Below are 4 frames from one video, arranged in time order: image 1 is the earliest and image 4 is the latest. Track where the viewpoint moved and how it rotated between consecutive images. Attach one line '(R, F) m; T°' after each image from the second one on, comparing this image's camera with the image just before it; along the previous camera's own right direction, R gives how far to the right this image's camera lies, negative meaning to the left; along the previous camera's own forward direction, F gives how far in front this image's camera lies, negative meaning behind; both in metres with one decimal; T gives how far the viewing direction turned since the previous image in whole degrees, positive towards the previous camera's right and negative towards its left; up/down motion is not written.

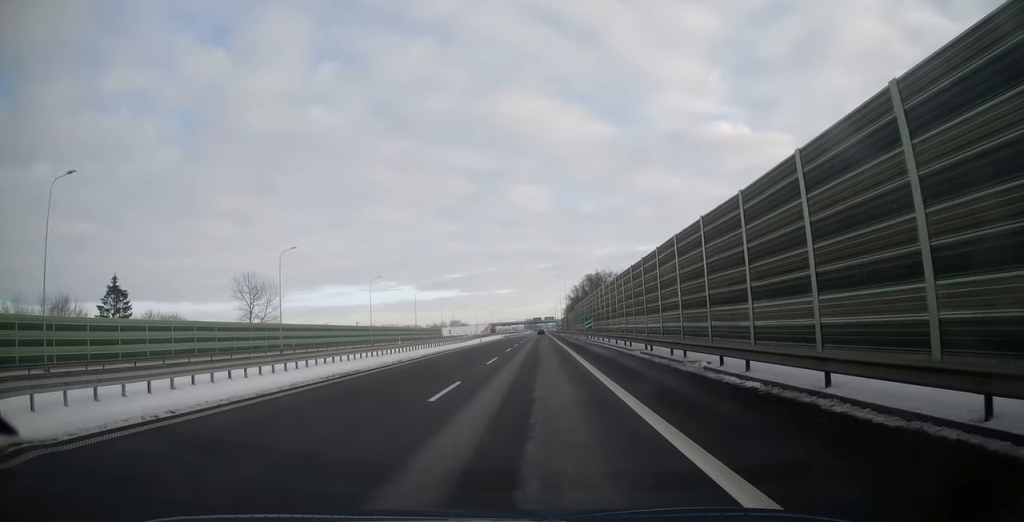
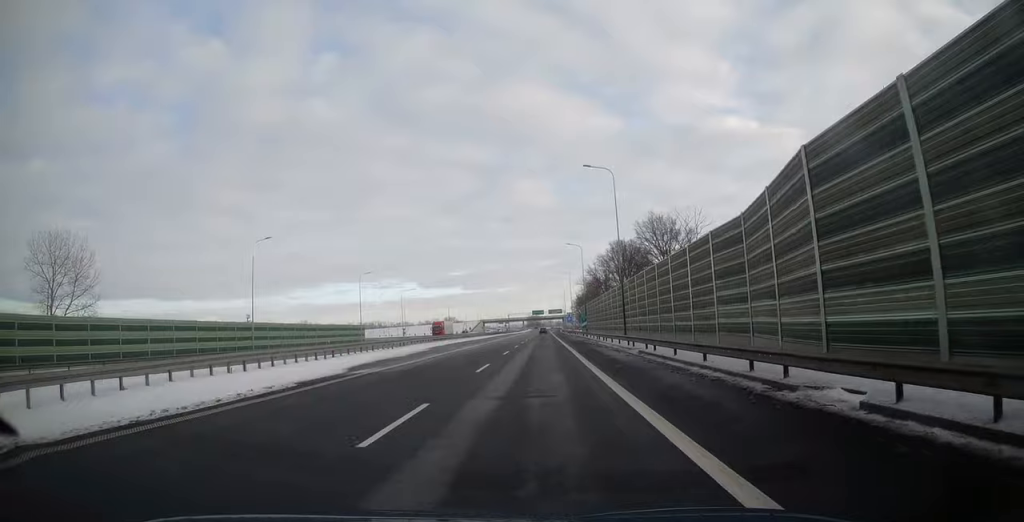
(-0.5, +87.6) m; -1°
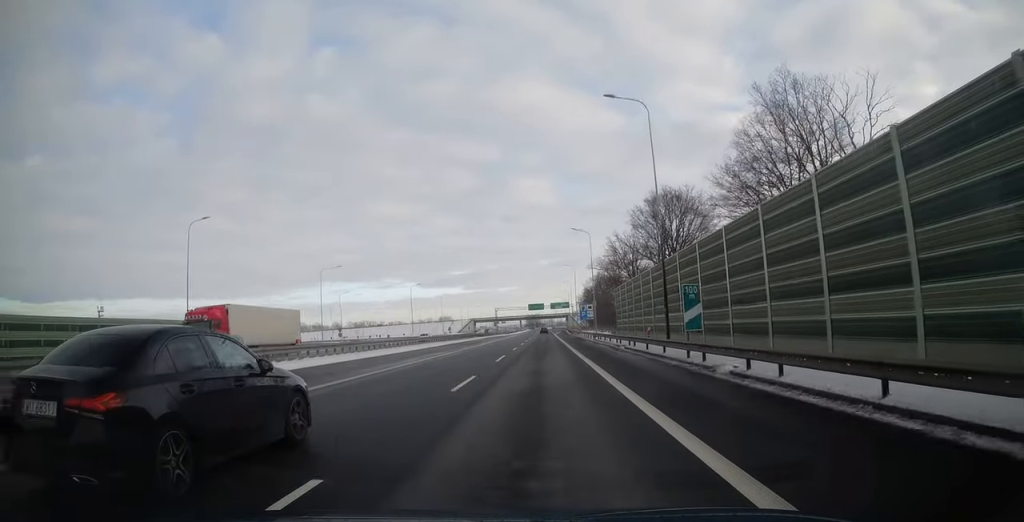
(+0.3, +53.1) m; +1°
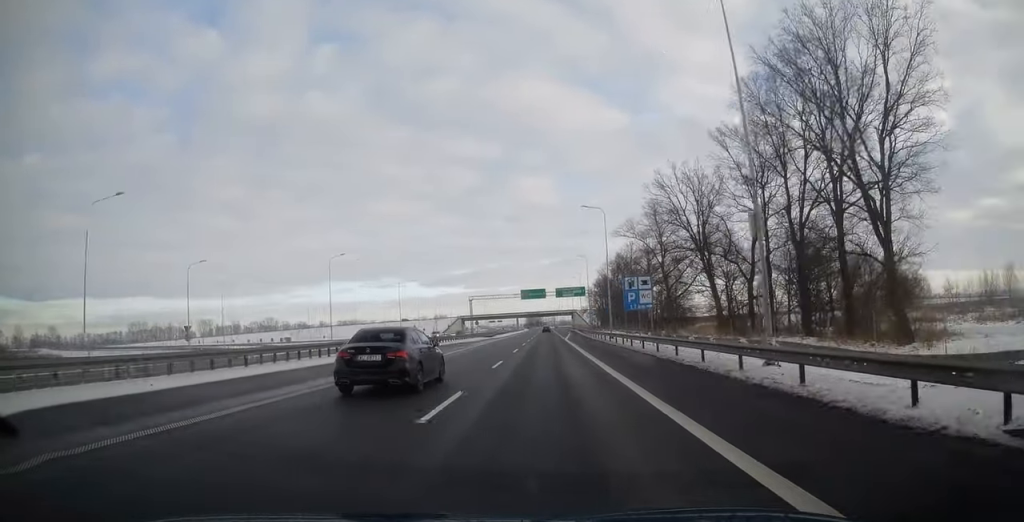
(-0.2, +52.1) m; -1°
